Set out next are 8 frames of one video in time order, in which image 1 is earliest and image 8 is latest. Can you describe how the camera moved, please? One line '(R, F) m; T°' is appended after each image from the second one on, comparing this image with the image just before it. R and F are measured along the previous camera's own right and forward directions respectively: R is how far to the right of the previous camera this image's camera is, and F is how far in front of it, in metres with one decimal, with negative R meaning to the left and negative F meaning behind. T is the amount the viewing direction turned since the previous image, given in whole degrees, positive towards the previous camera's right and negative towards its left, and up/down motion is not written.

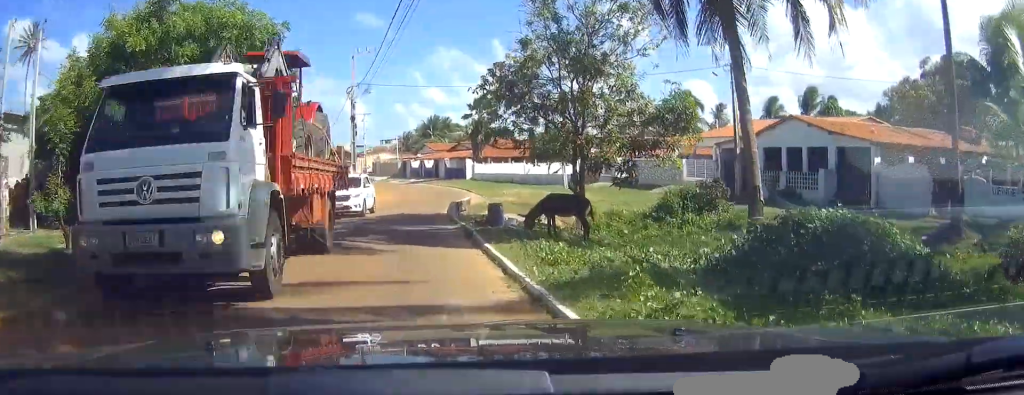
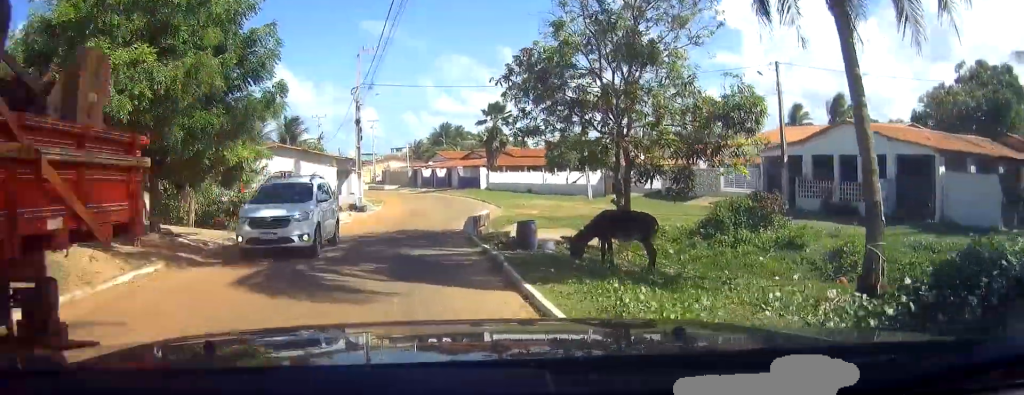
(+0.1, +4.6) m; 0°
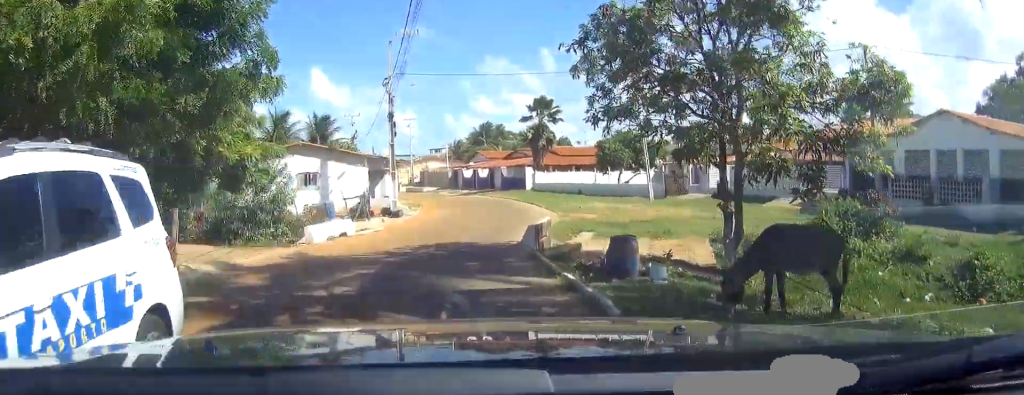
(0.0, +5.6) m; 0°
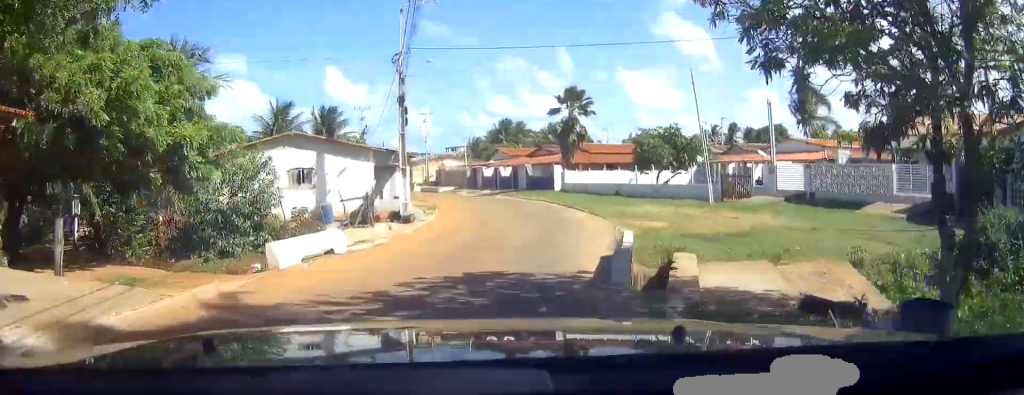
(-0.1, +6.2) m; 0°
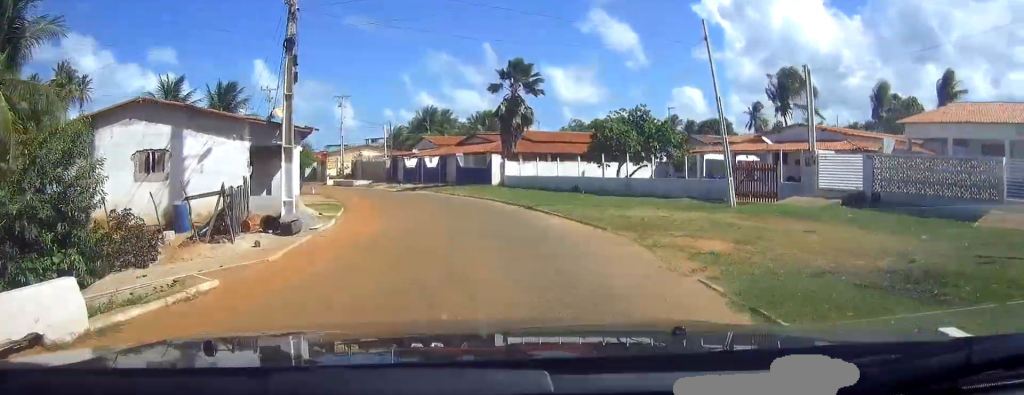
(+0.1, +10.5) m; +1°
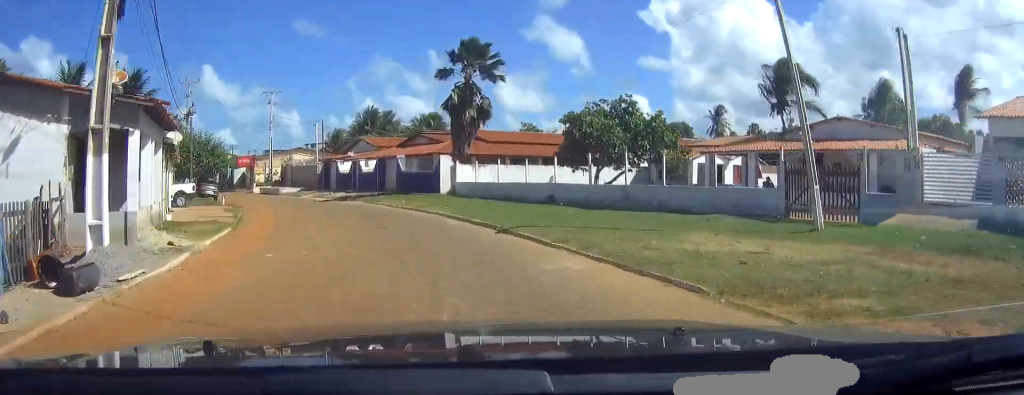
(0.0, +8.3) m; -1°
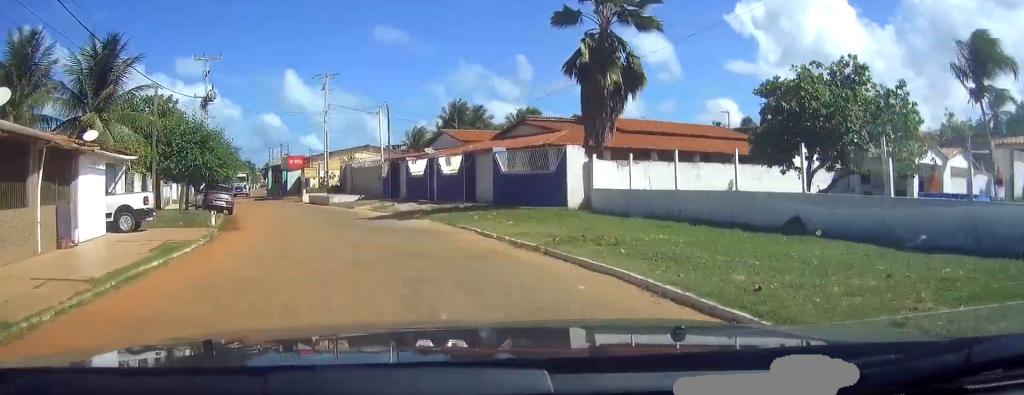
(0.0, +12.9) m; -4°
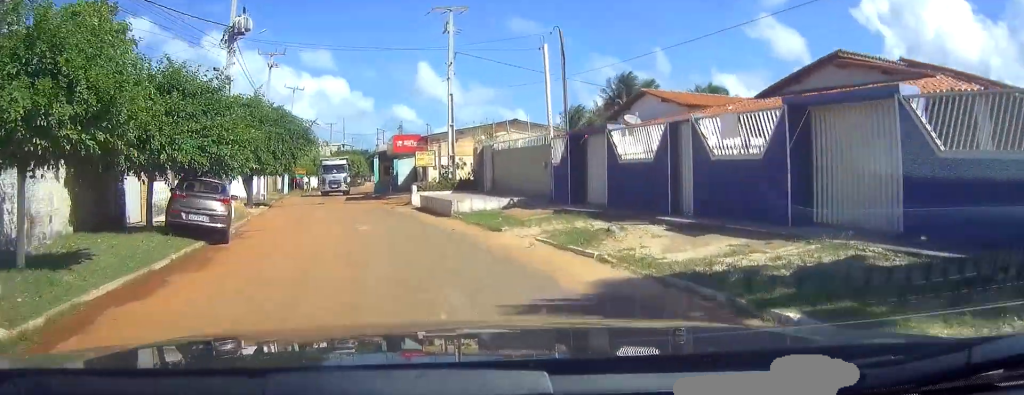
(-1.3, +14.8) m; -7°
